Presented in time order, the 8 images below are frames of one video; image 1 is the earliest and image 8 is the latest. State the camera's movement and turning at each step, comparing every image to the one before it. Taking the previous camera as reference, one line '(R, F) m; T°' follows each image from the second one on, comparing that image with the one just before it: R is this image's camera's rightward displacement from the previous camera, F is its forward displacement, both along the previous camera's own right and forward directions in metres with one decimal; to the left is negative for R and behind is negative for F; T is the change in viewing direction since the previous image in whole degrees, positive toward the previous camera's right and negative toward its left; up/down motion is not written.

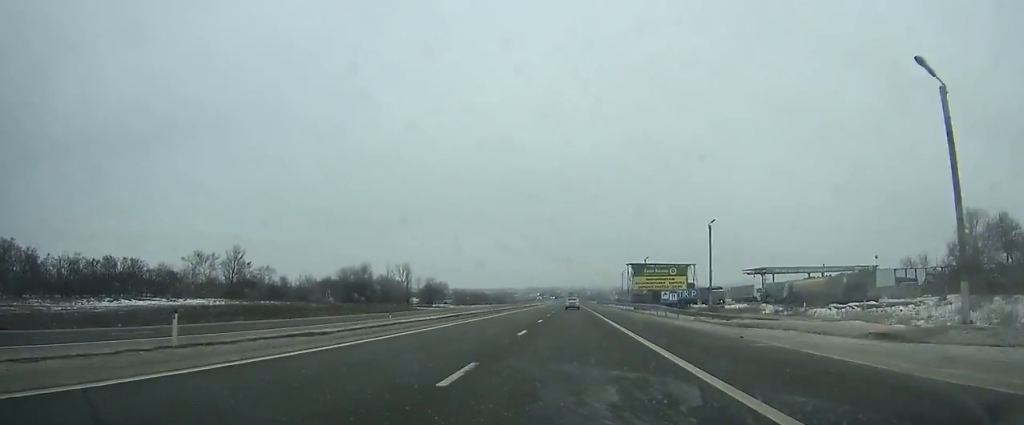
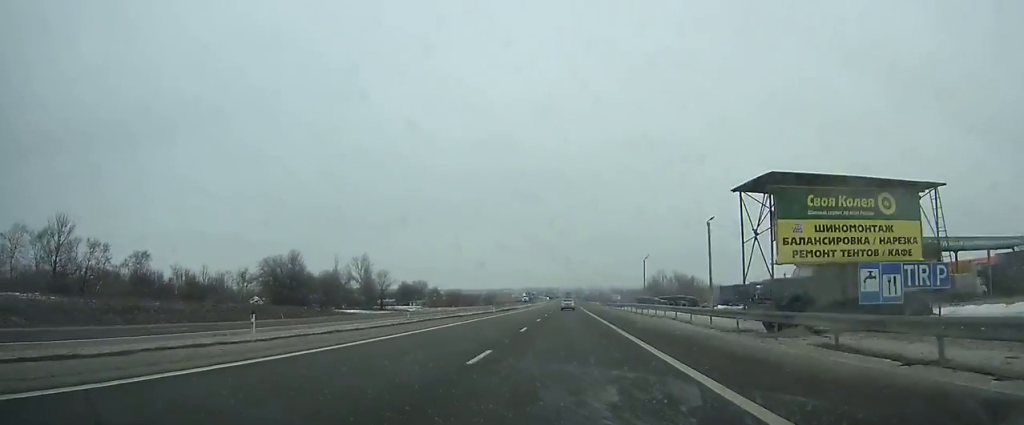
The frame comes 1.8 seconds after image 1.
(0.0, +40.2) m; 0°
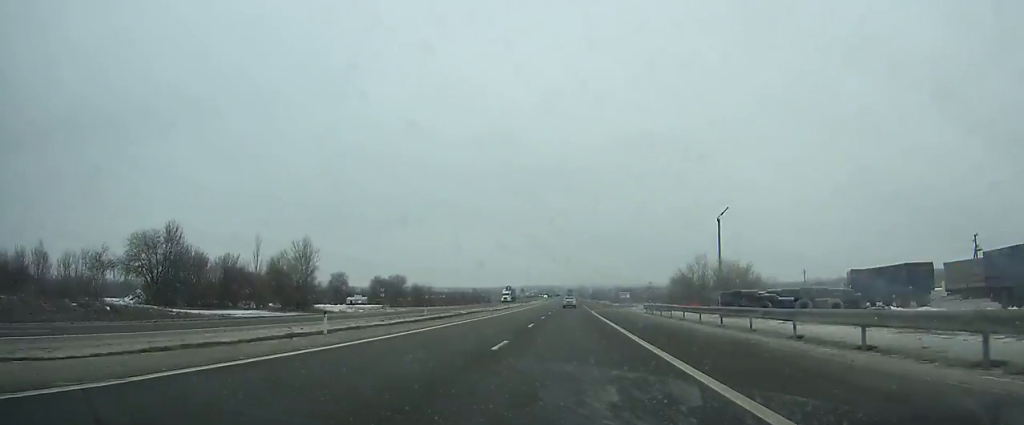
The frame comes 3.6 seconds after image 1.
(0.0, +41.3) m; 0°
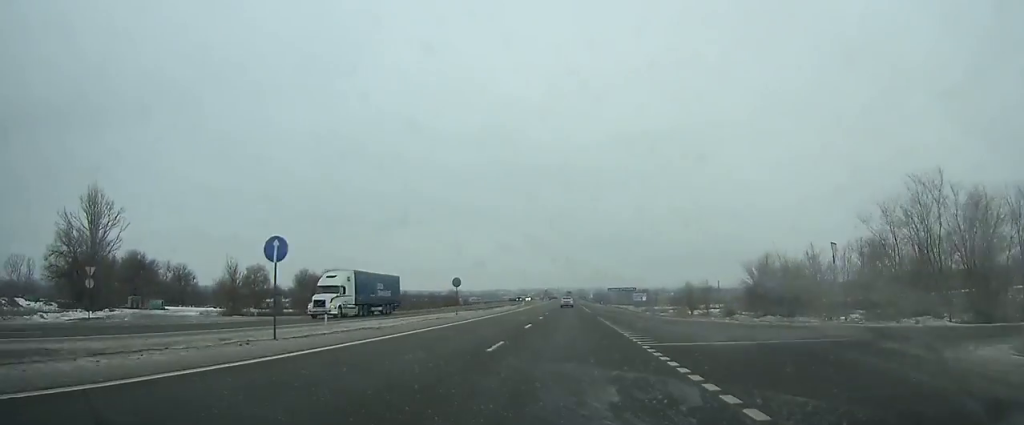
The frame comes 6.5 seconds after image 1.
(0.0, +68.8) m; 0°
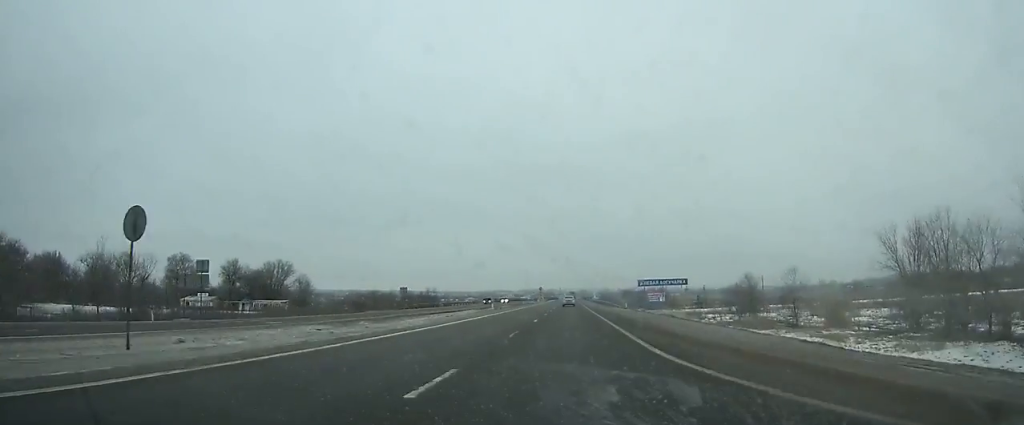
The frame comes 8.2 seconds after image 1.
(0.0, +41.5) m; 0°
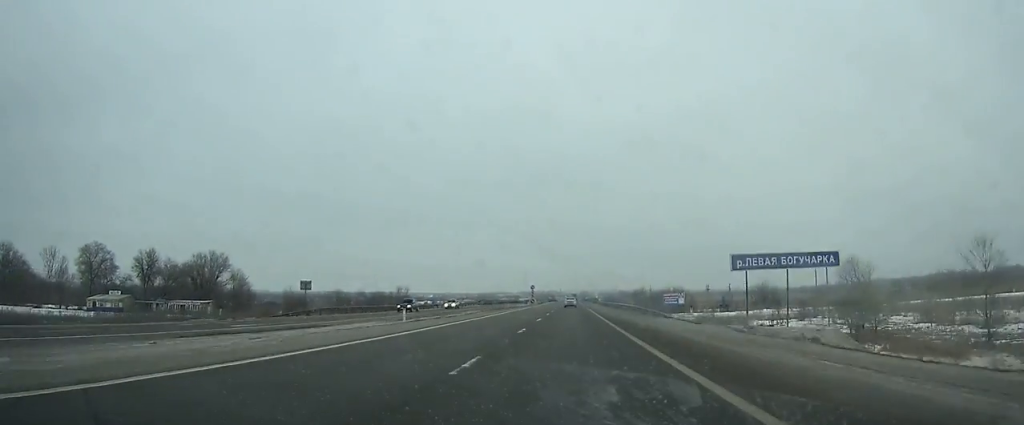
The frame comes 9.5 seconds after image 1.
(+0.1, +32.4) m; 0°
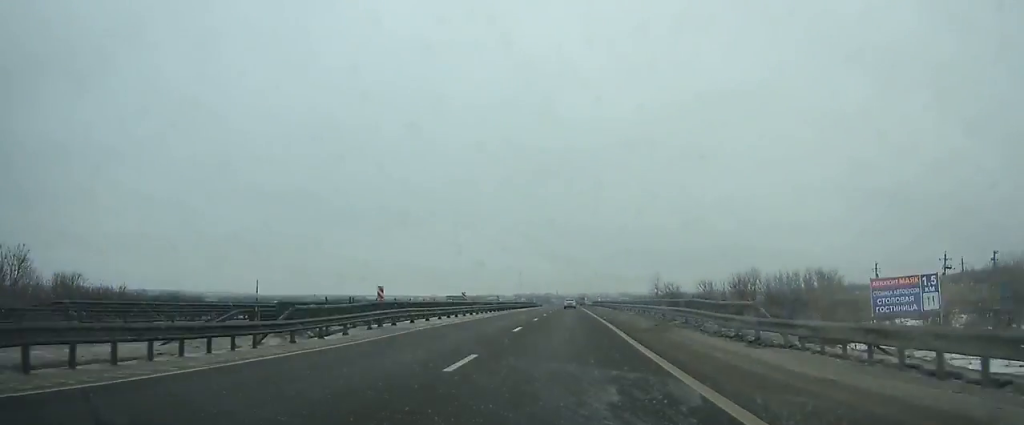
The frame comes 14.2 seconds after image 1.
(+0.2, +118.4) m; 0°
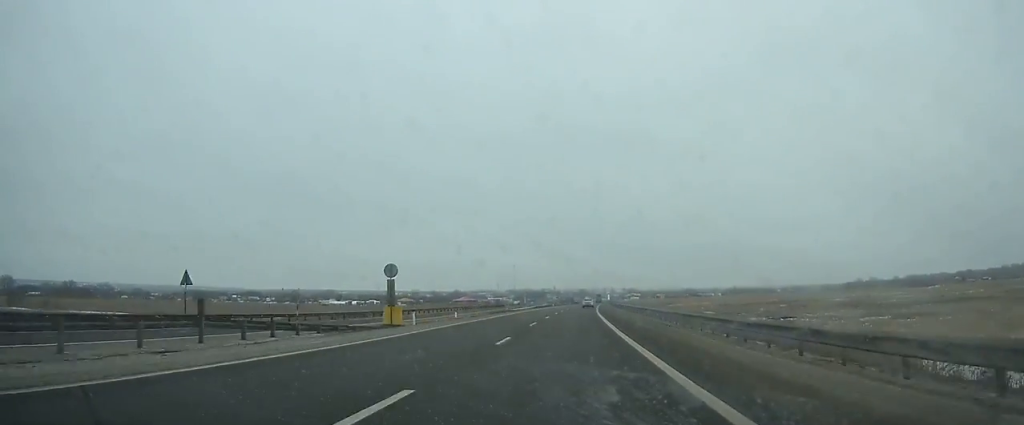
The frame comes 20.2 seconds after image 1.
(+0.3, +151.2) m; +1°
